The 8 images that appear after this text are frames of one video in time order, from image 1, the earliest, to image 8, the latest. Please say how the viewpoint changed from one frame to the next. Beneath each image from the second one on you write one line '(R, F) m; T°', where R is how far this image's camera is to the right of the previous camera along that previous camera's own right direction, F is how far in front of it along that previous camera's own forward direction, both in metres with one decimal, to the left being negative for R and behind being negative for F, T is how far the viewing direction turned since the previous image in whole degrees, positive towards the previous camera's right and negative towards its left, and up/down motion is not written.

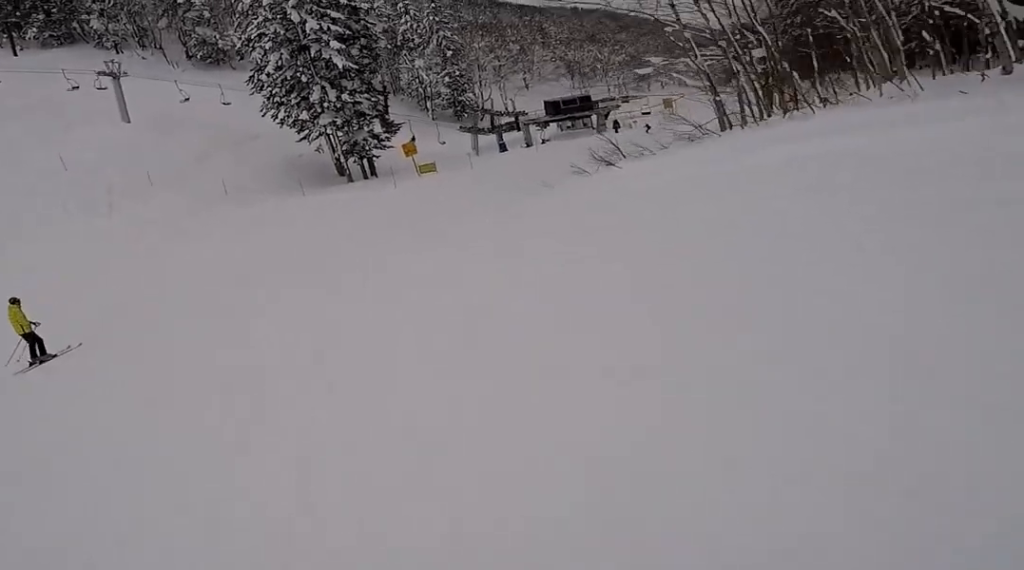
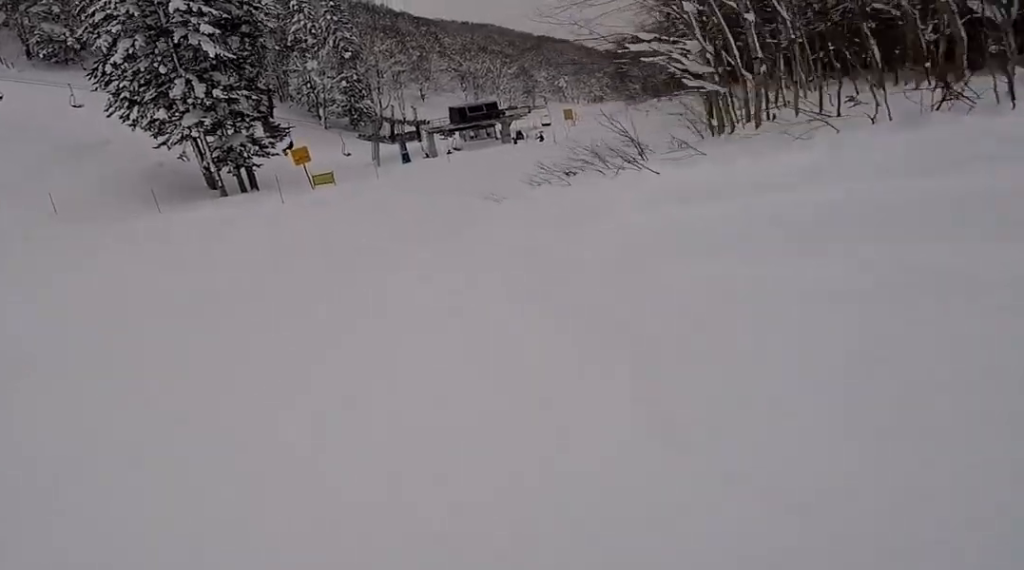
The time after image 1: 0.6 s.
(+0.8, +6.3) m; +17°
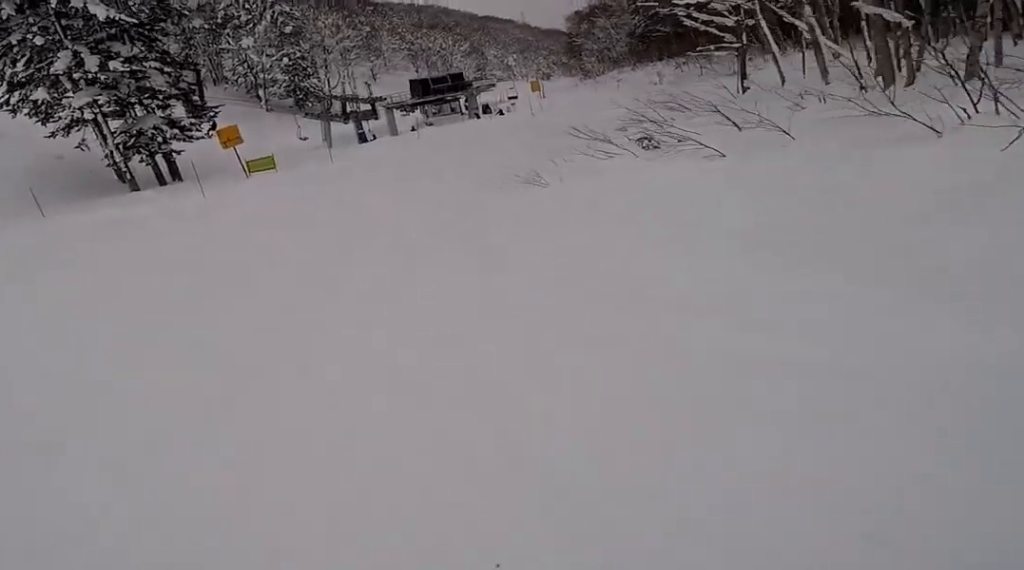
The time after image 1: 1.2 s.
(+1.1, +6.6) m; +11°
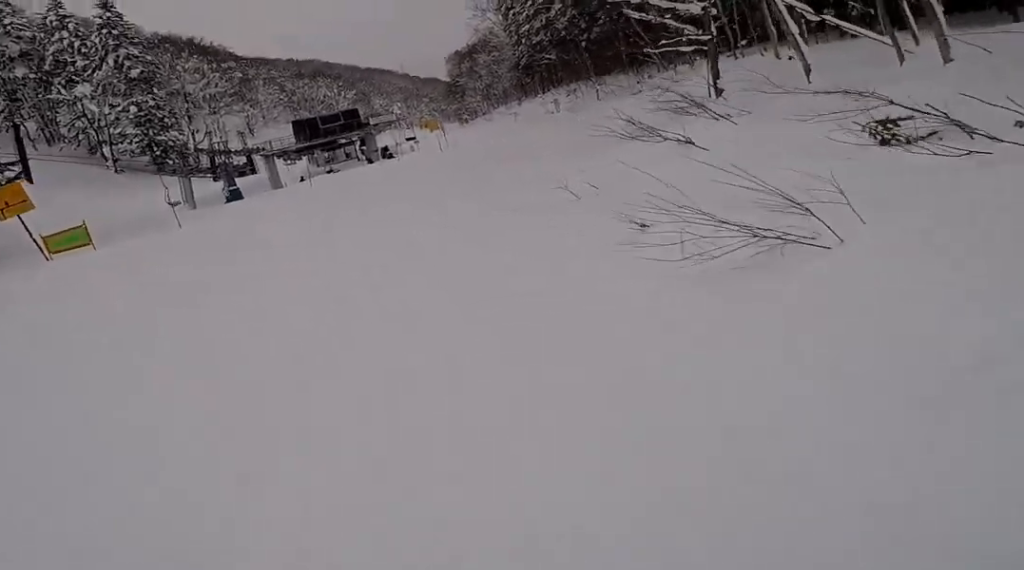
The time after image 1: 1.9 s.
(+0.7, +7.1) m; +12°
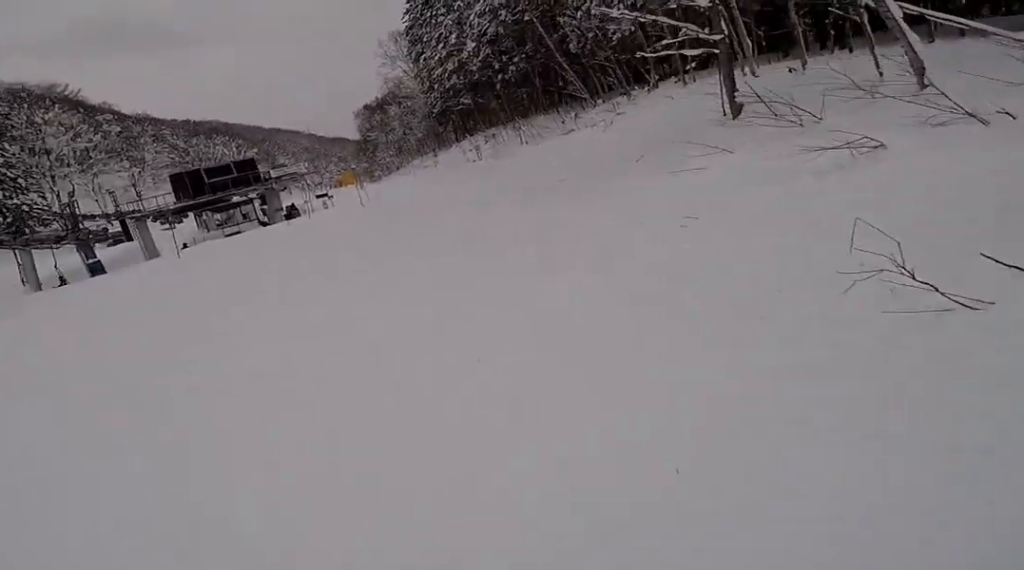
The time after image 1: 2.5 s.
(+0.2, +5.9) m; +11°
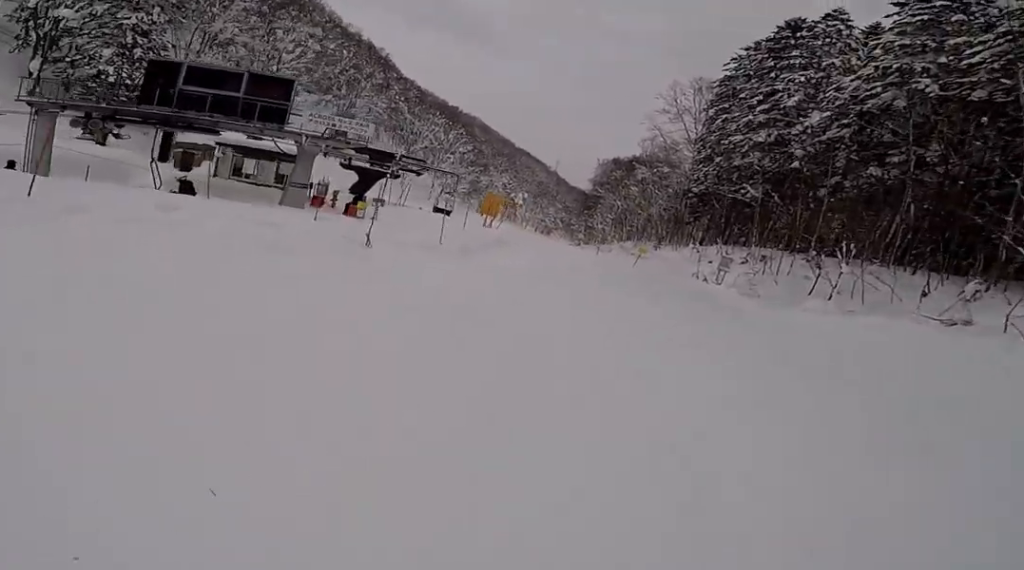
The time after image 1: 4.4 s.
(+3.5, +17.2) m; +3°
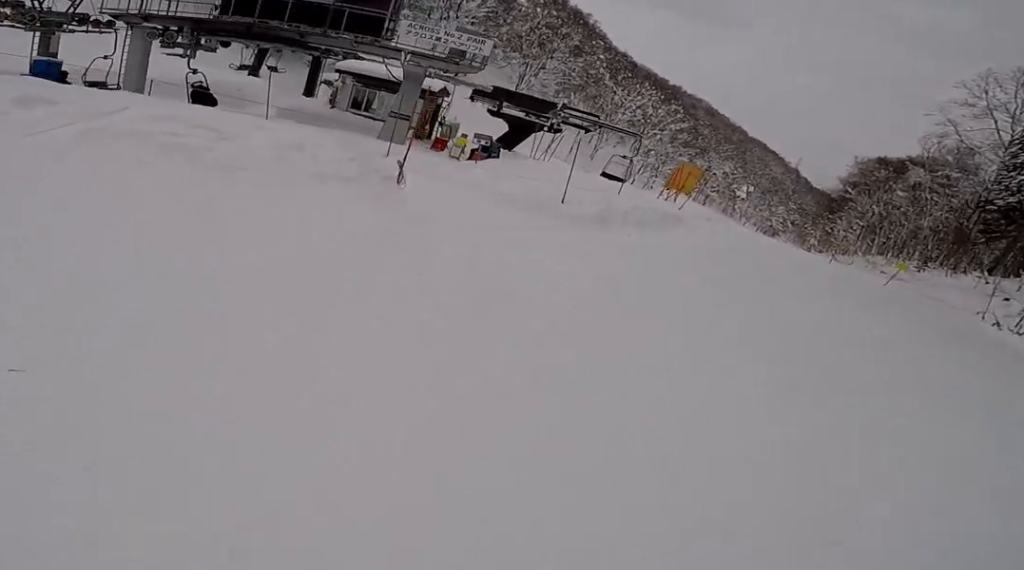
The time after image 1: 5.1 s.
(-0.7, +4.4) m; -13°
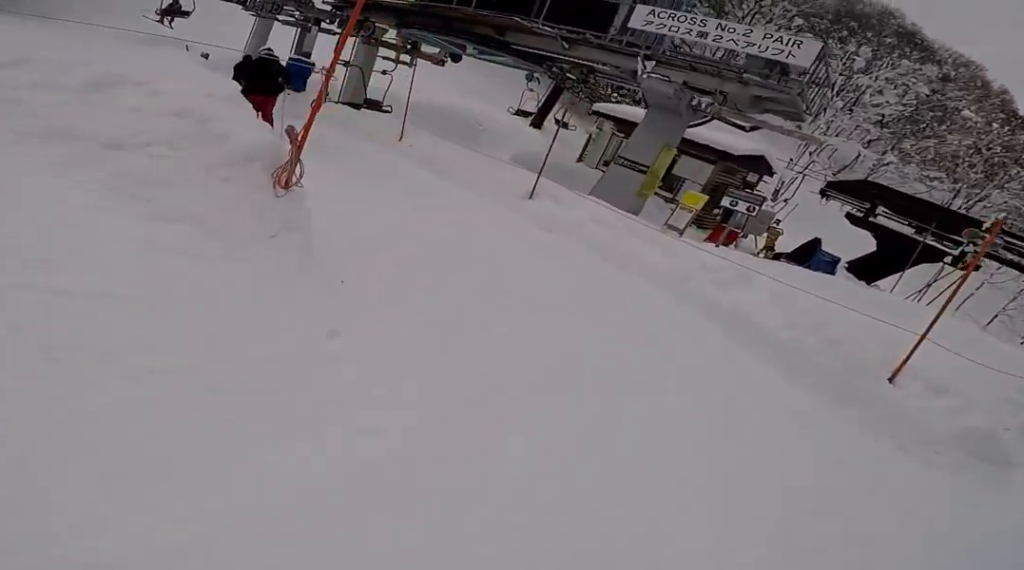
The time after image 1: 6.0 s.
(-1.1, +5.7) m; -30°
